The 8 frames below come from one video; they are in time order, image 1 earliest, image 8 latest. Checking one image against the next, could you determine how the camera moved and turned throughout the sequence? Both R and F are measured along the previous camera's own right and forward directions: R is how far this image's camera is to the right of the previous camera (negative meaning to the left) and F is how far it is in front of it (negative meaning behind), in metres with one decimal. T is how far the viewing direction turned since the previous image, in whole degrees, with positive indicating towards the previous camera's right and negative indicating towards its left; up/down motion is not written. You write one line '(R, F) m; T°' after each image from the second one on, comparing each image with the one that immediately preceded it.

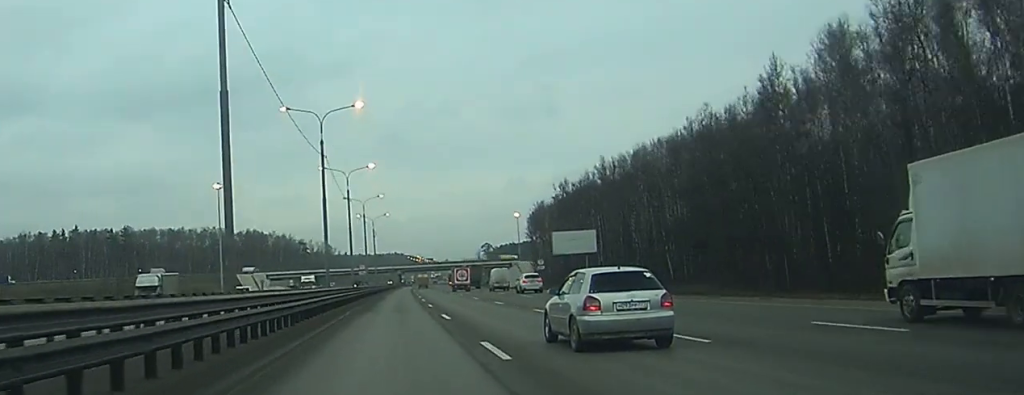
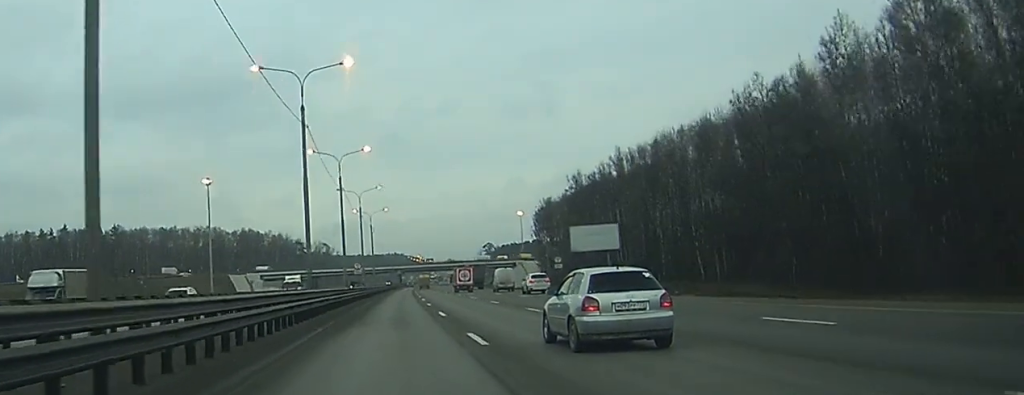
(0.0, +12.0) m; 0°
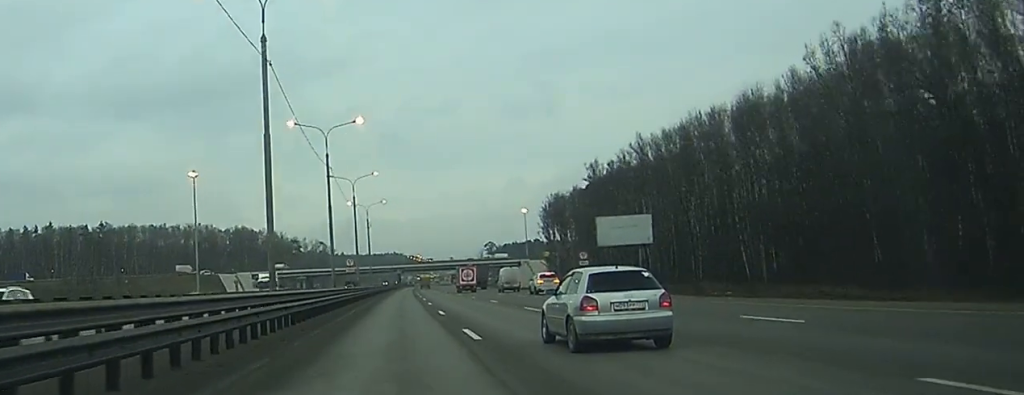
(0.0, +15.1) m; 0°
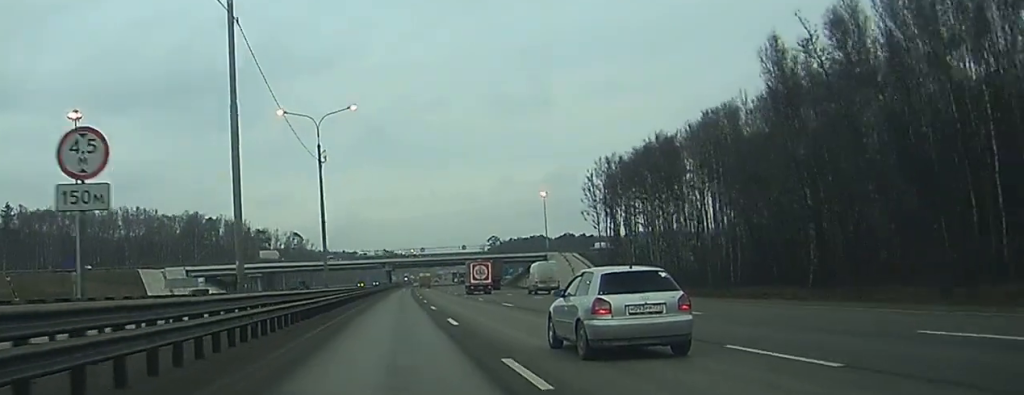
(-0.2, +73.1) m; 0°
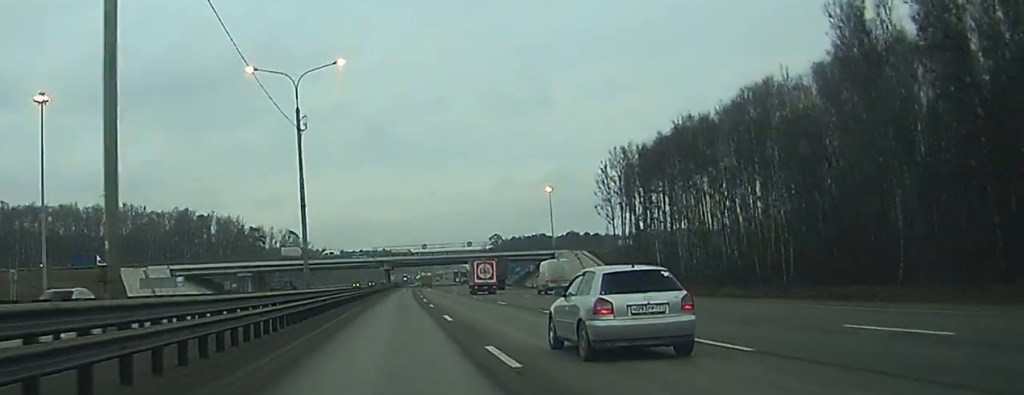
(0.0, +13.2) m; 0°
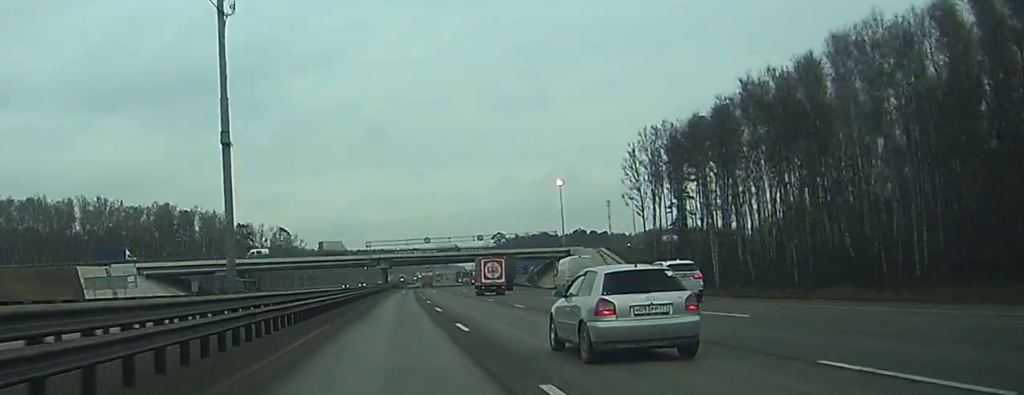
(0.0, +22.1) m; 0°
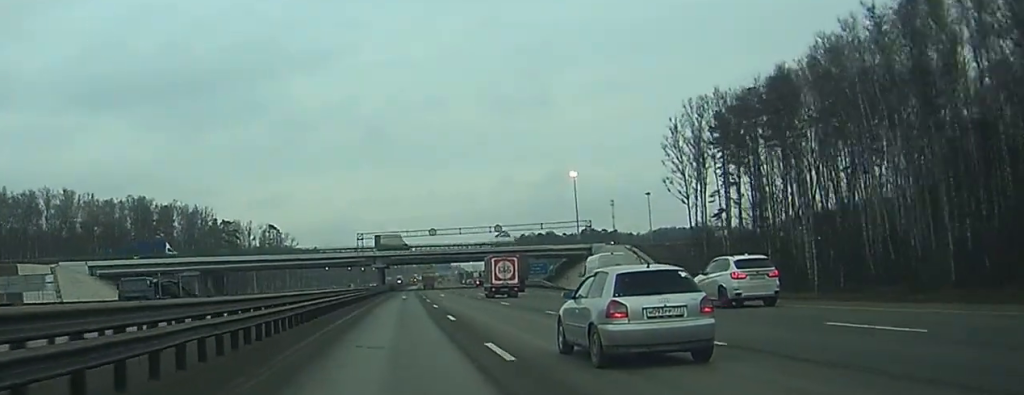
(+0.2, +23.6) m; 0°
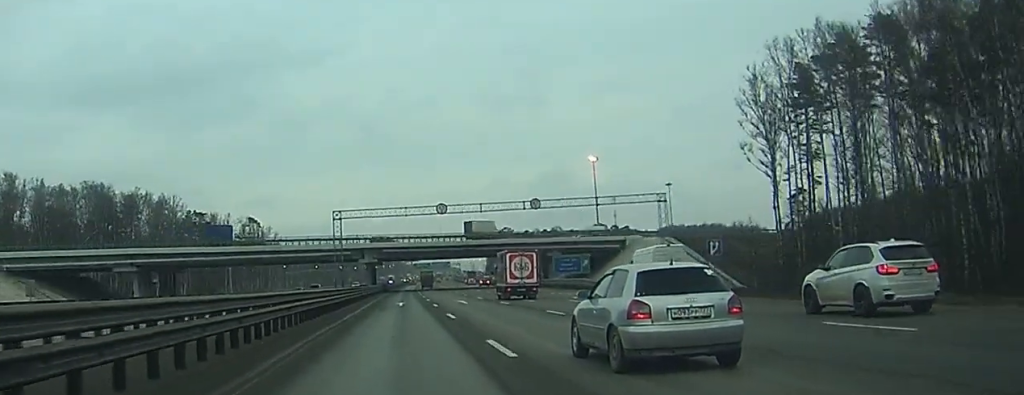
(+0.1, +29.3) m; 0°
